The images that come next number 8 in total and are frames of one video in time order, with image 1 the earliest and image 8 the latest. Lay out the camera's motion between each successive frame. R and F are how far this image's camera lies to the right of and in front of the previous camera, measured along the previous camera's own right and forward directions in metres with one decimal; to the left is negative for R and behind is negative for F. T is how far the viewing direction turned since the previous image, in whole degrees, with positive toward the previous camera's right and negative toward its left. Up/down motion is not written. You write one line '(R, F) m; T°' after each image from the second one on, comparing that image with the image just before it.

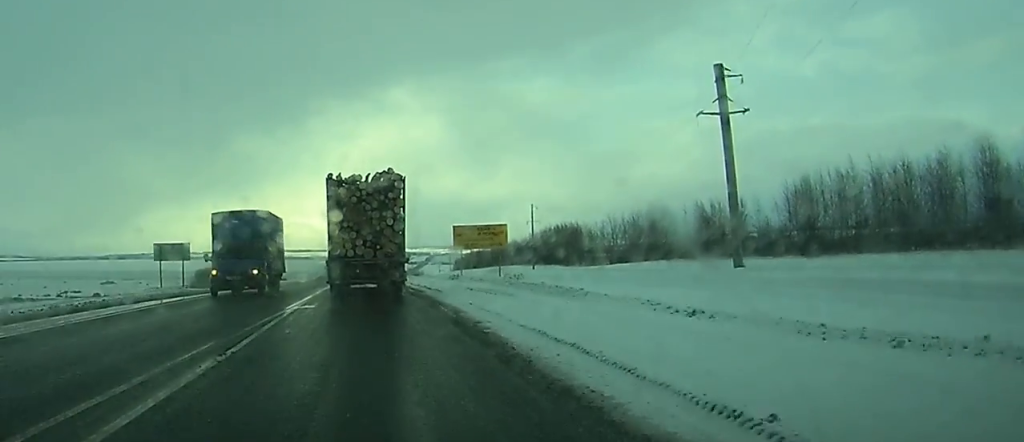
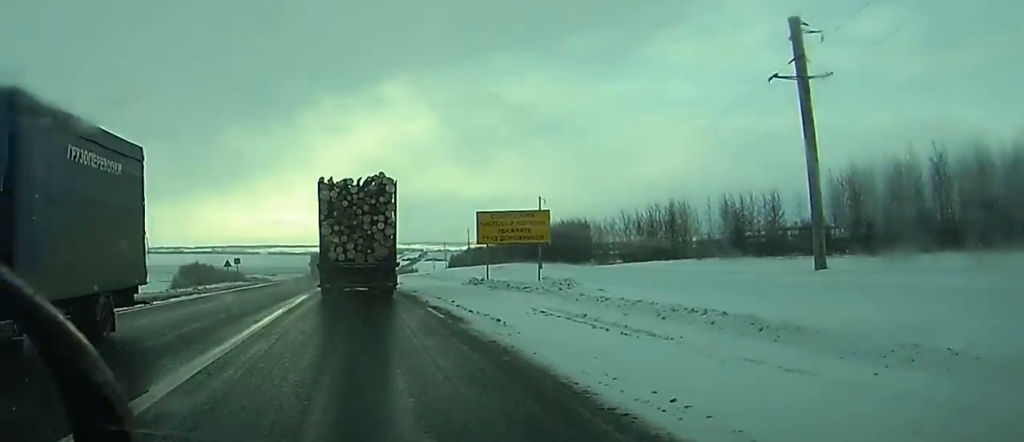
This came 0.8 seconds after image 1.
(+0.1, +14.9) m; 0°
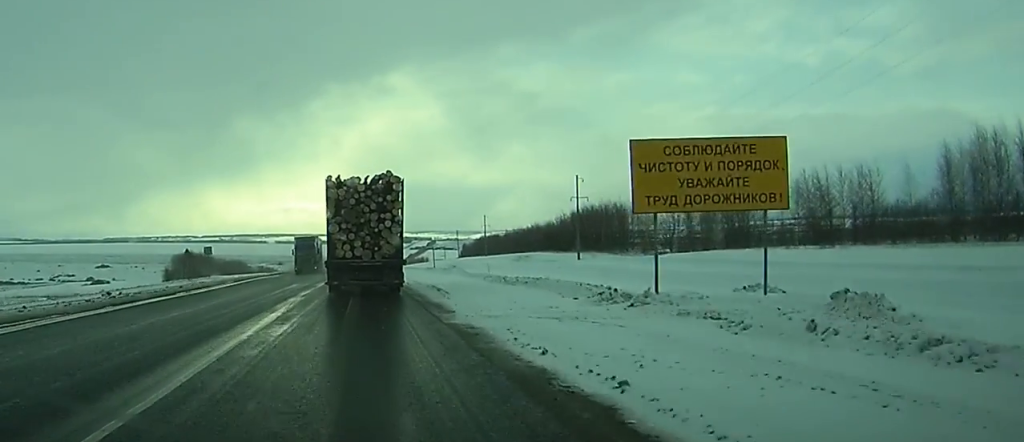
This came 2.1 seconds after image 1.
(+0.1, +23.4) m; 0°
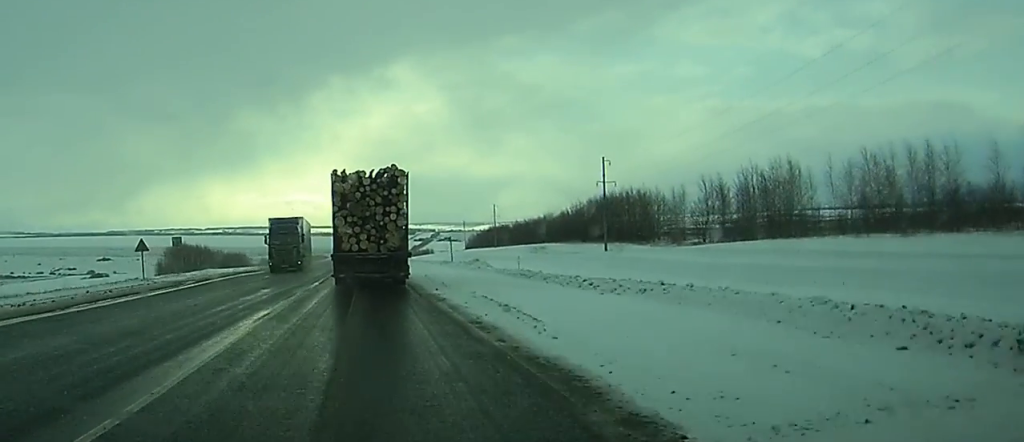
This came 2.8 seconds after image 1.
(0.0, +14.1) m; 0°
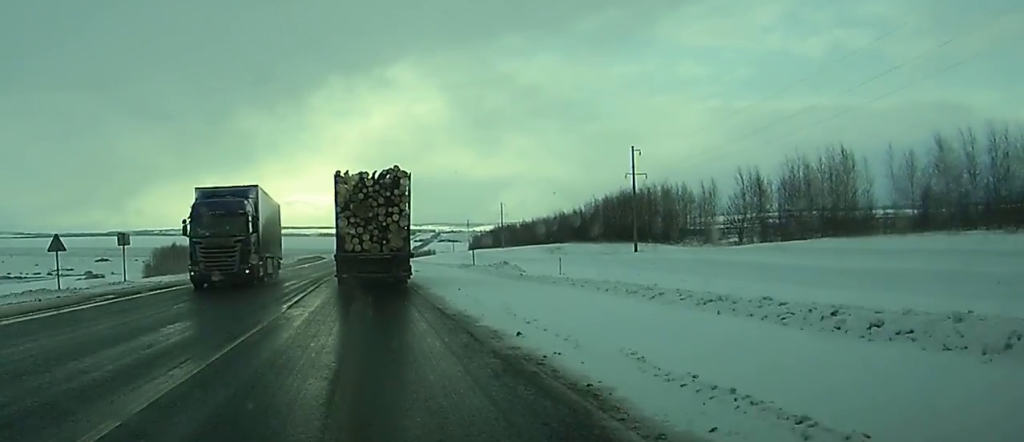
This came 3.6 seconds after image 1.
(0.0, +14.0) m; 0°
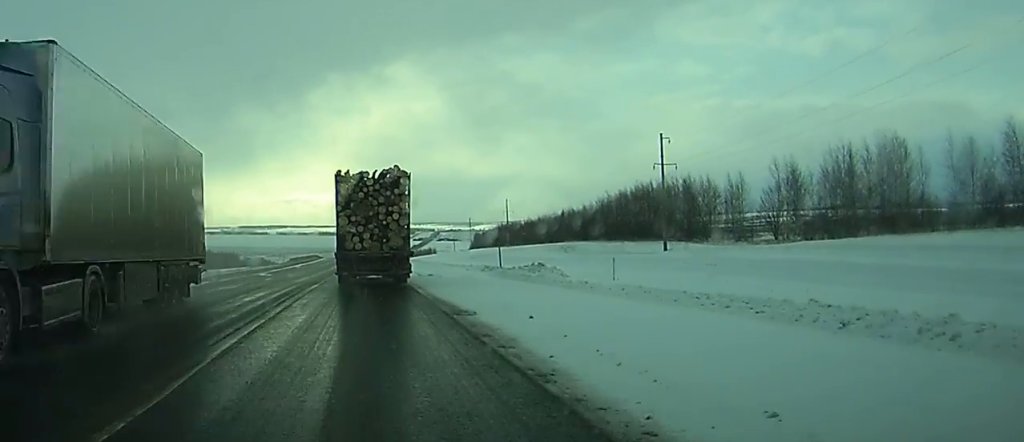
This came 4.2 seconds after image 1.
(0.0, +11.6) m; 0°
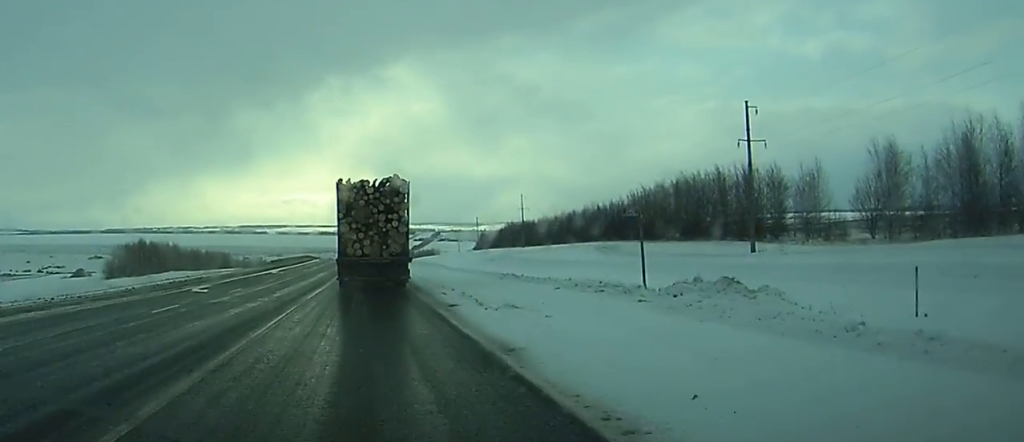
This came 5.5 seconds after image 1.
(-0.2, +23.8) m; 0°
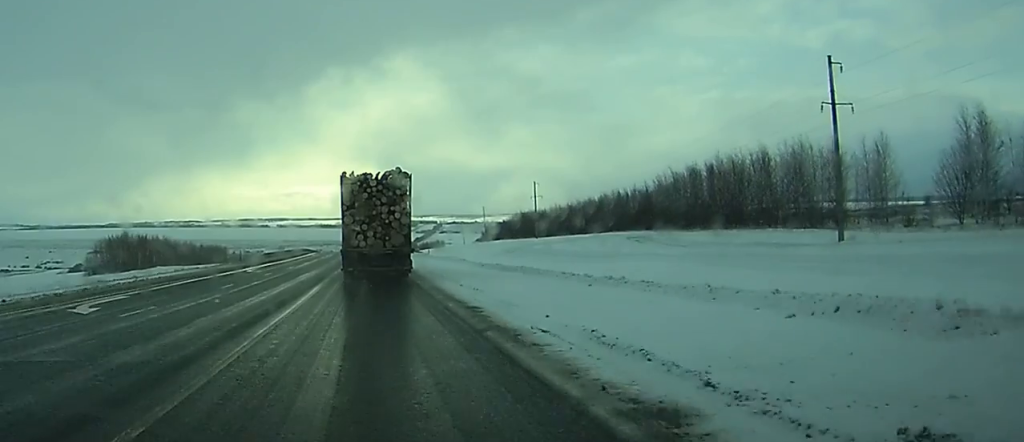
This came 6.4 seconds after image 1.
(+0.1, +15.3) m; 0°
